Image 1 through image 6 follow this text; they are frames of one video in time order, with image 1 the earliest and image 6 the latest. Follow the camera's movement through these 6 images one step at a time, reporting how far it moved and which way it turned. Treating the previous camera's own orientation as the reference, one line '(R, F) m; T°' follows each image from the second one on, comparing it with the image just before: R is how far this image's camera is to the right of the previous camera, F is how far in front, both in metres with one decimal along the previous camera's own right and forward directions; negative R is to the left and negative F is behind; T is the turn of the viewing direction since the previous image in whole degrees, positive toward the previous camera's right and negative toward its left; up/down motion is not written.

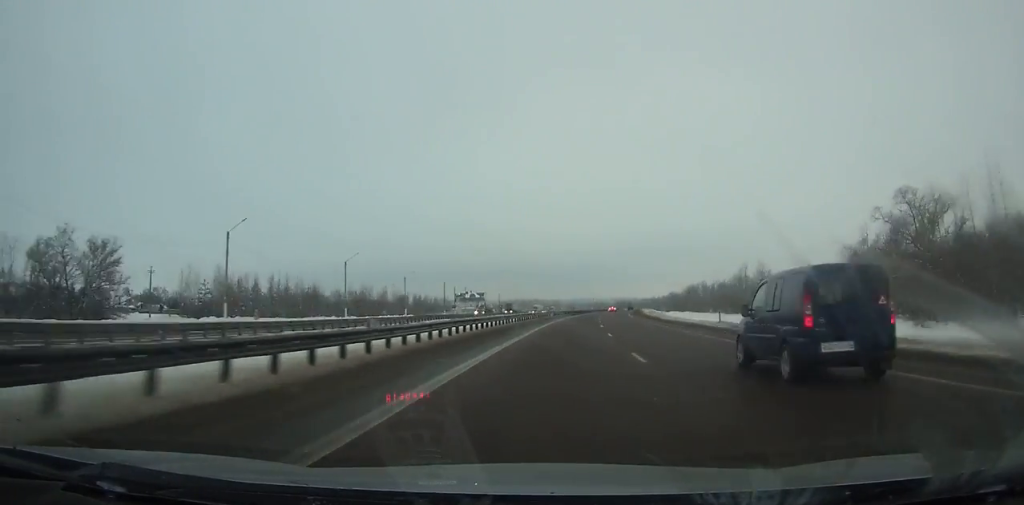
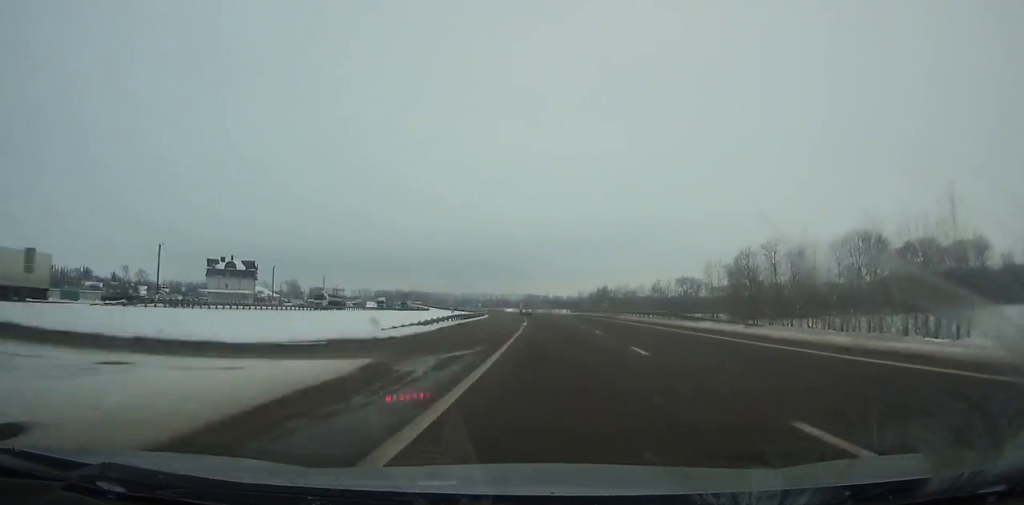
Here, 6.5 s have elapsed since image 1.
(+16.9, +211.2) m; +4°
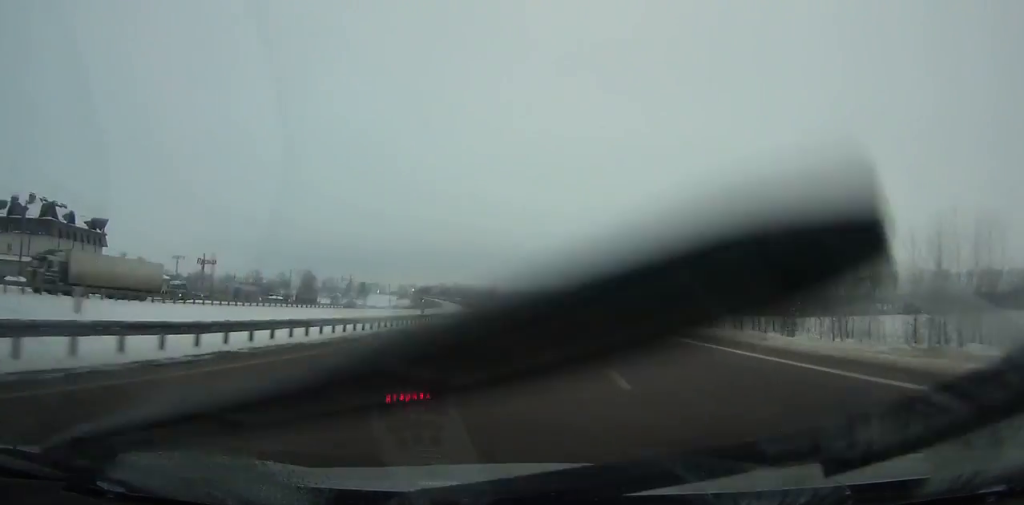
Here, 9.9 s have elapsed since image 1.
(-3.6, +111.4) m; -6°
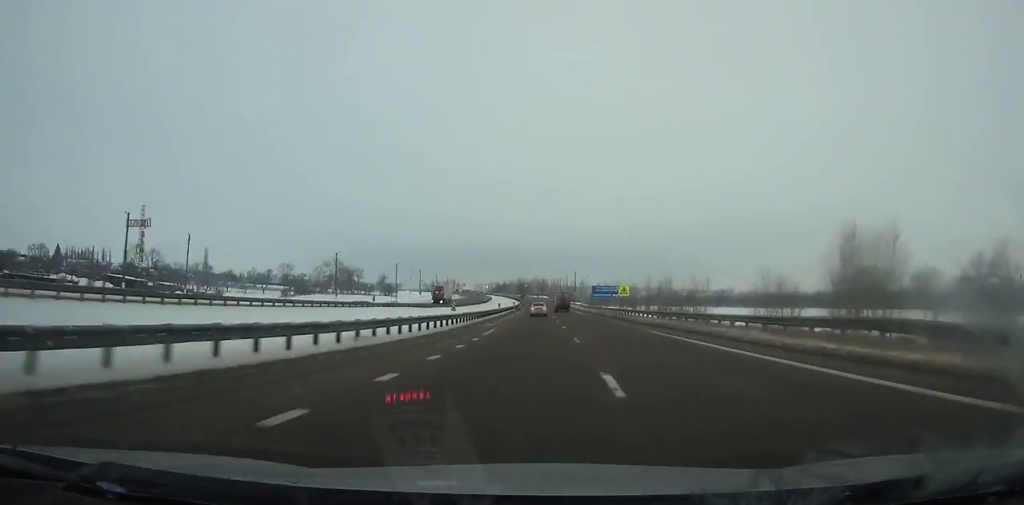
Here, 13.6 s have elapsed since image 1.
(-7.9, +119.7) m; -7°
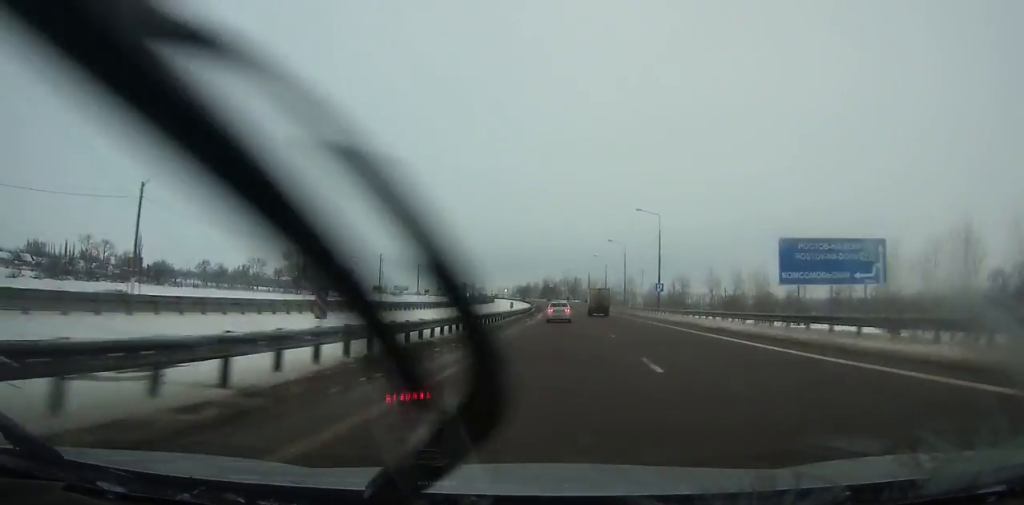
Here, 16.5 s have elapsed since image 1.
(-3.3, +90.1) m; -2°
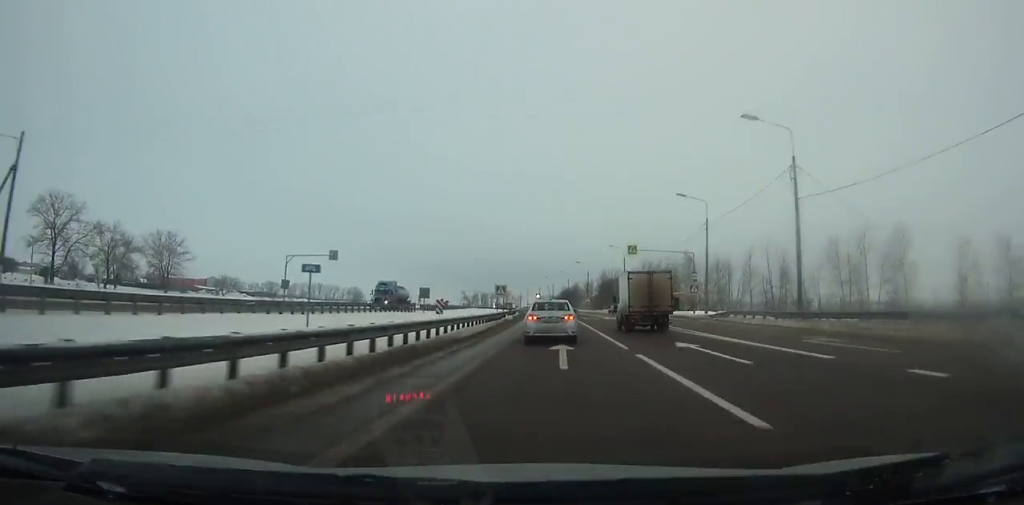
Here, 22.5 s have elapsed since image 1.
(-5.9, +167.4) m; -5°
